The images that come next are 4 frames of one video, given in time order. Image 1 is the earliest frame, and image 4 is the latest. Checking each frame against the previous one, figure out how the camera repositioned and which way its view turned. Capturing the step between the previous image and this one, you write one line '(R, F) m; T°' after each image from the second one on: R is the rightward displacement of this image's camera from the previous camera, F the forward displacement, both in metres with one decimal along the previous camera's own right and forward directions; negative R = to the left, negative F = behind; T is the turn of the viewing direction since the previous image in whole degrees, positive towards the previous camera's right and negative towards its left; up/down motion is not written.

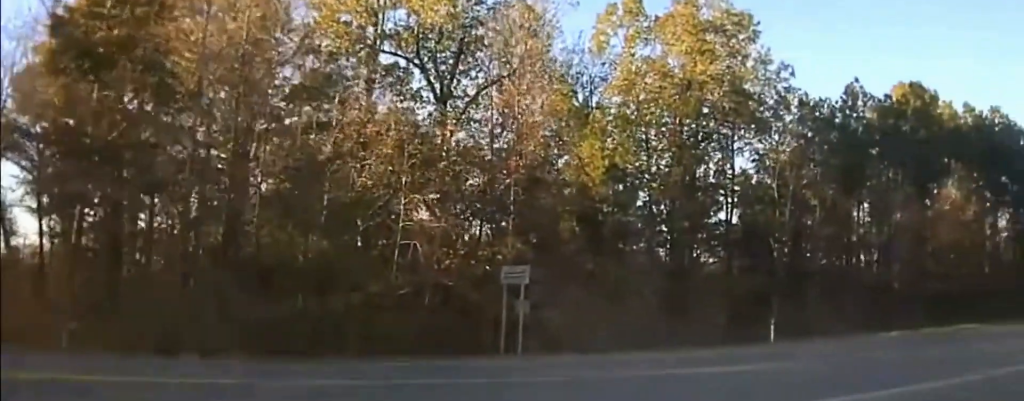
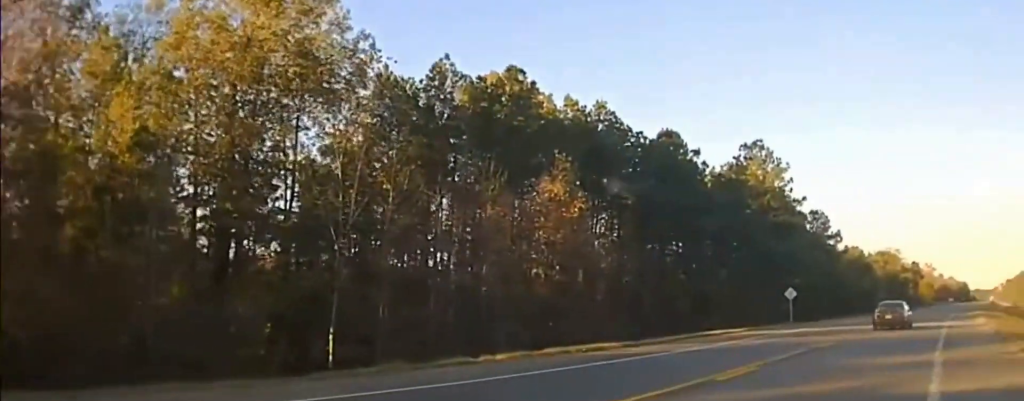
(+1.8, +8.7) m; +25°
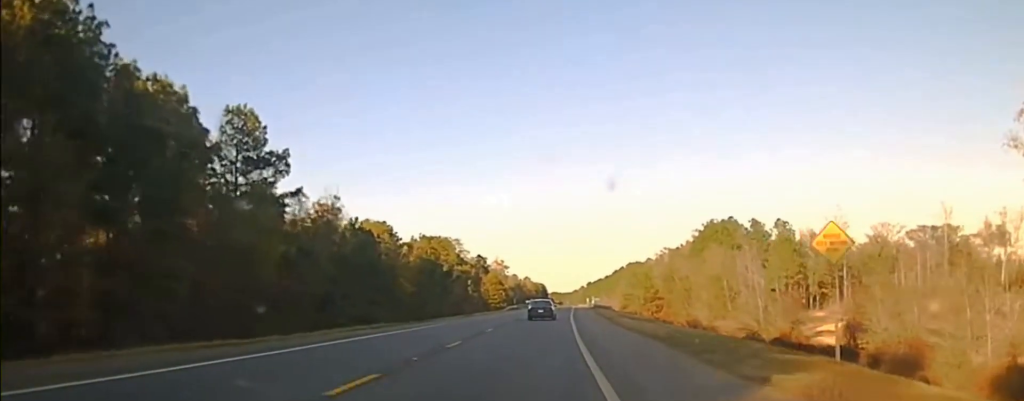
(+46.4, +78.2) m; +34°
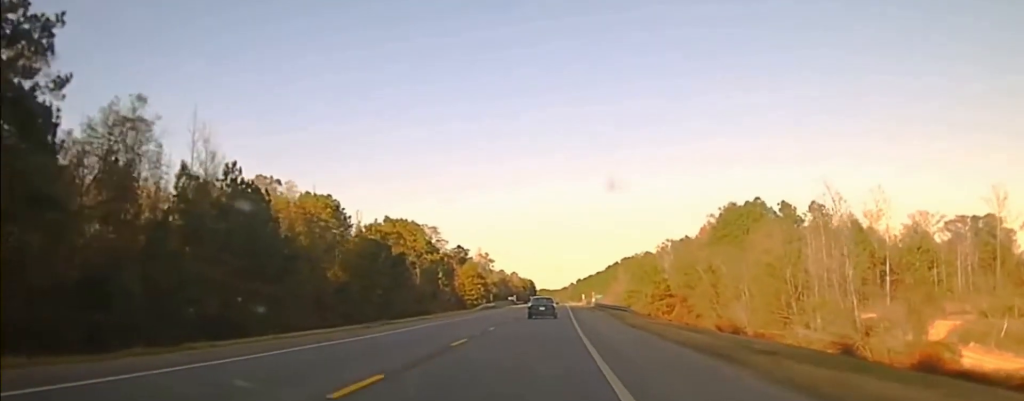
(0.0, +33.9) m; 0°
